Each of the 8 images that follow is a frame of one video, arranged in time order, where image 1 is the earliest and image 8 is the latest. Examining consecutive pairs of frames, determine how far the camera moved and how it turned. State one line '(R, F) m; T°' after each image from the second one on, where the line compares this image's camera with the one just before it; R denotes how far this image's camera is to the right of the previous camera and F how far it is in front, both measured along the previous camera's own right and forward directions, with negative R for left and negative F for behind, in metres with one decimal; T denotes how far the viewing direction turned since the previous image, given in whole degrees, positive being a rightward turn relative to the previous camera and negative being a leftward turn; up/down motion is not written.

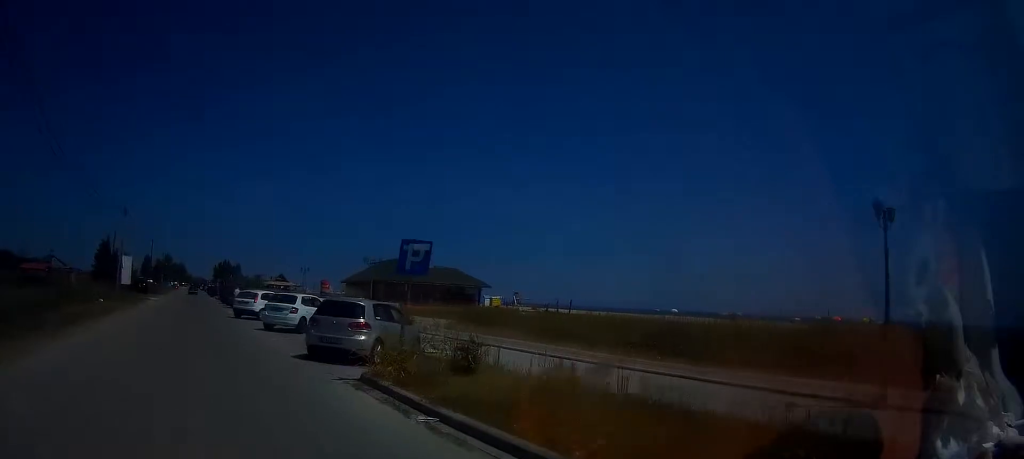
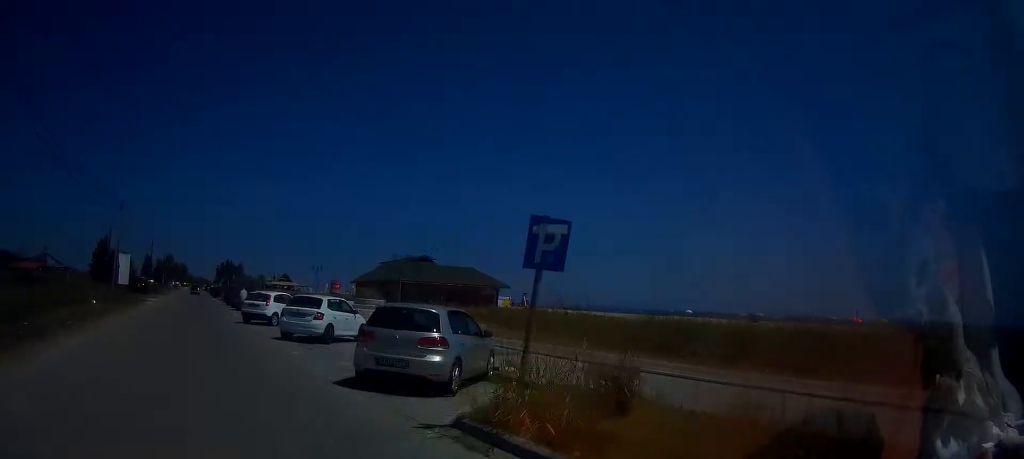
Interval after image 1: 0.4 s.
(0.0, +3.9) m; 0°
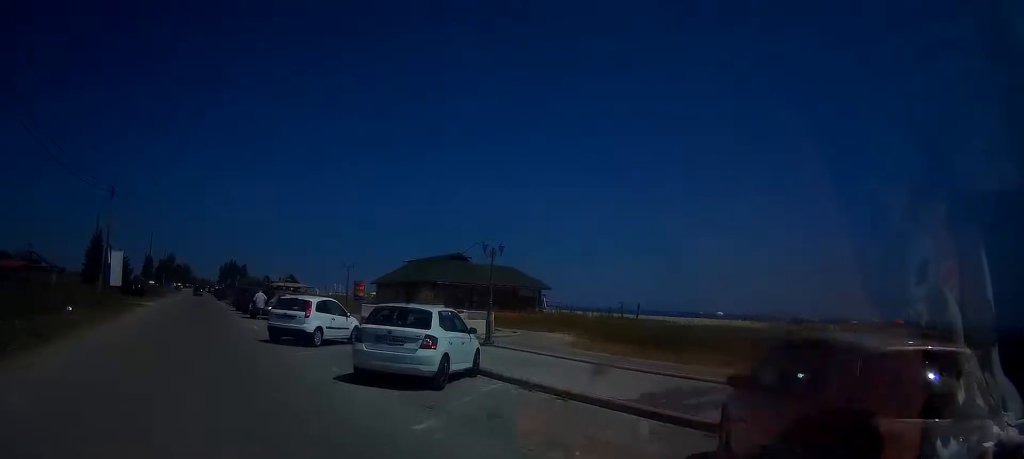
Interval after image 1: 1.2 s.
(0.0, +8.1) m; 0°
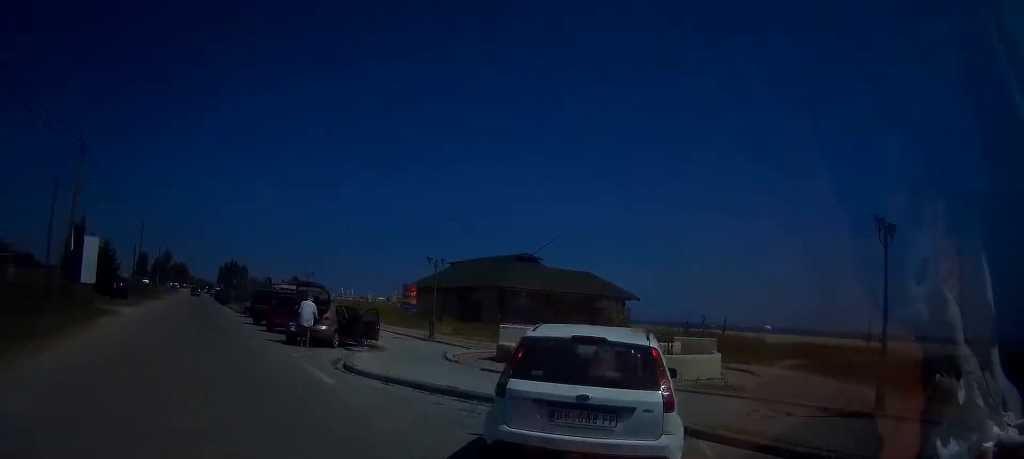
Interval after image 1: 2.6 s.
(0.0, +13.3) m; +1°
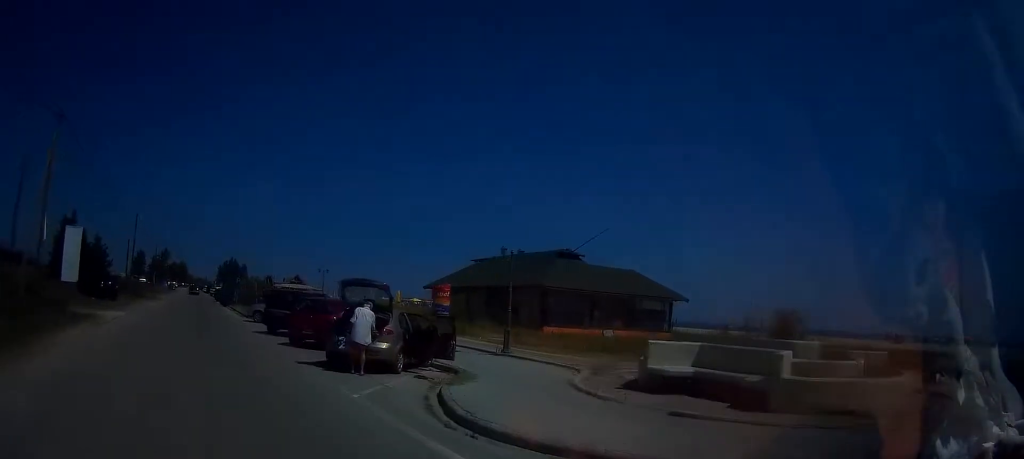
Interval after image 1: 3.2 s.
(+0.1, +5.9) m; 0°
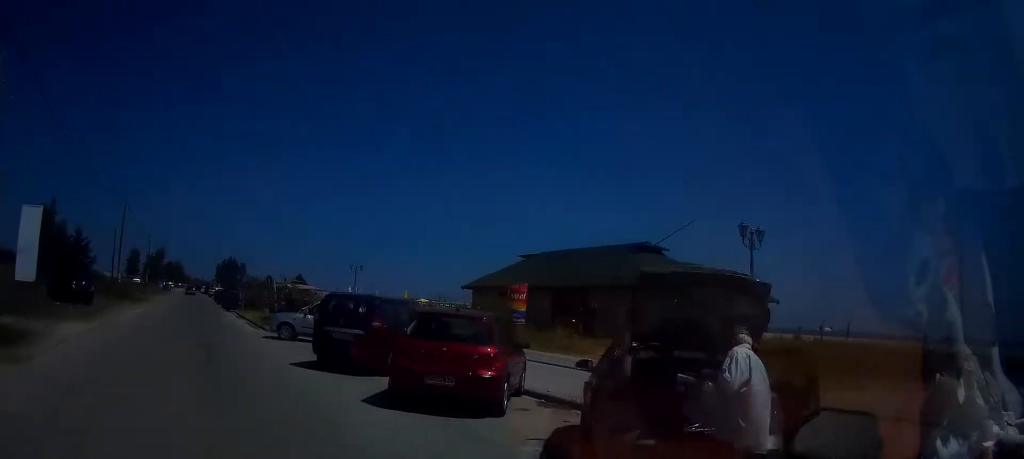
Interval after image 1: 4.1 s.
(0.0, +9.1) m; 0°
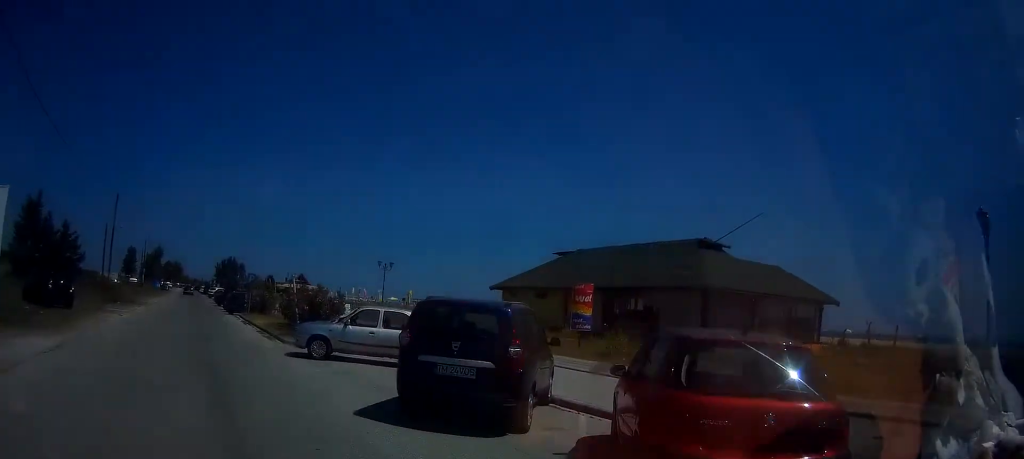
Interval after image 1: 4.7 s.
(0.0, +5.2) m; 0°
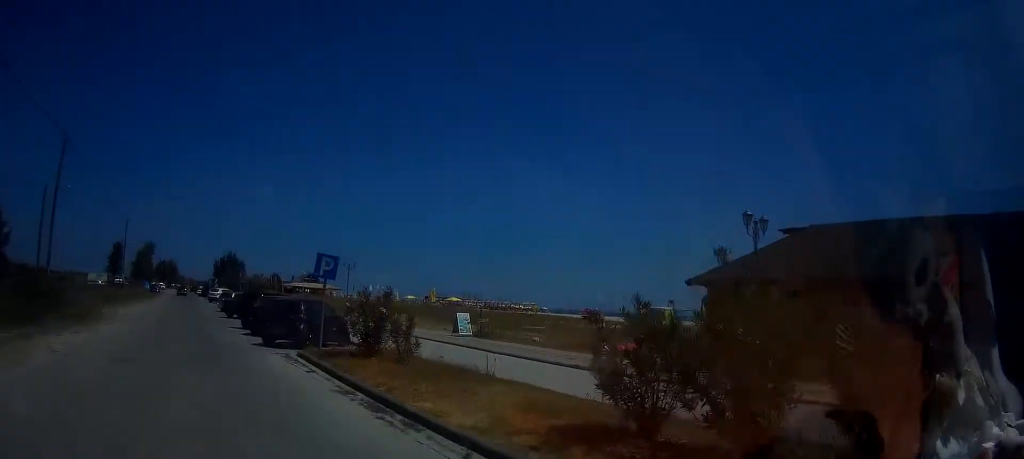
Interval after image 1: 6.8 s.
(-0.1, +20.7) m; -1°
